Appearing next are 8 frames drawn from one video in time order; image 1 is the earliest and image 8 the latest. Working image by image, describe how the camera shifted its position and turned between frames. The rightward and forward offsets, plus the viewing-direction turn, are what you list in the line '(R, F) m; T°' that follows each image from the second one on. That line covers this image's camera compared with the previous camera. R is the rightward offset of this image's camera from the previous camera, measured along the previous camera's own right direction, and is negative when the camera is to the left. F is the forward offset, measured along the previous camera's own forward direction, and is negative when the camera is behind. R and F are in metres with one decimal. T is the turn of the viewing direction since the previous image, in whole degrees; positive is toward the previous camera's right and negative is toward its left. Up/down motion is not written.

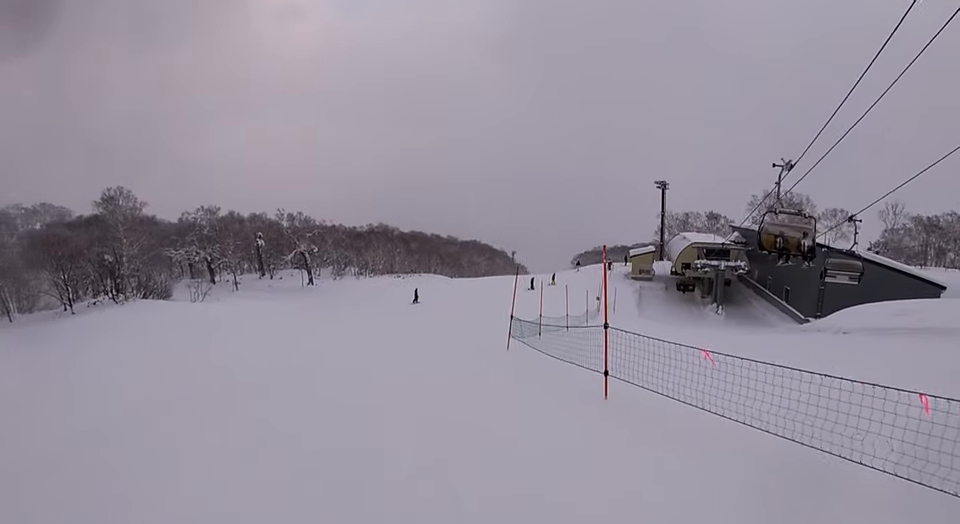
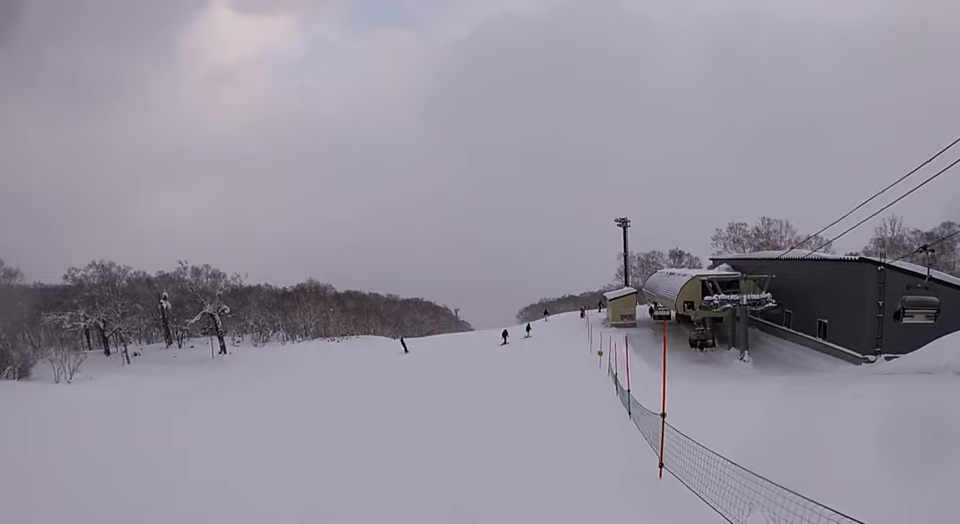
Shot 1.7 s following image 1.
(+2.6, +13.6) m; +11°
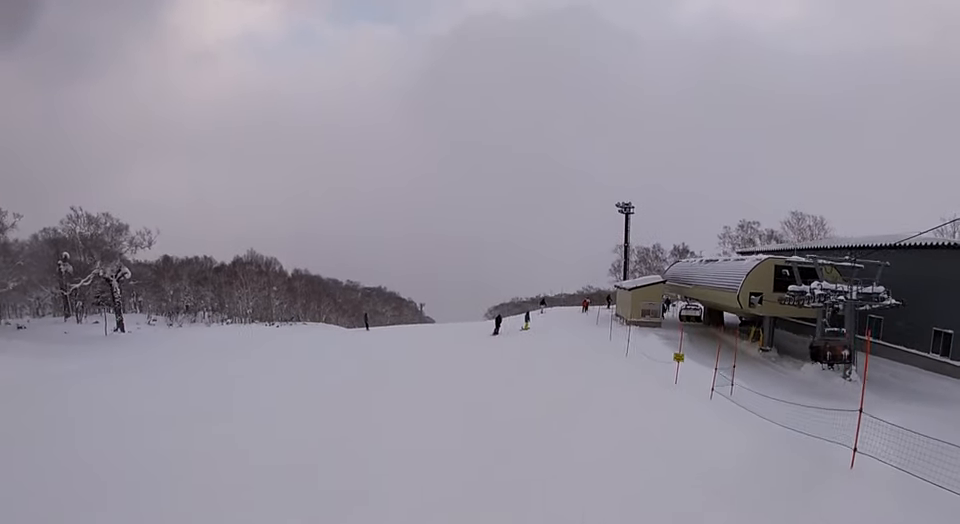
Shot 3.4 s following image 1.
(-0.4, +14.1) m; +6°
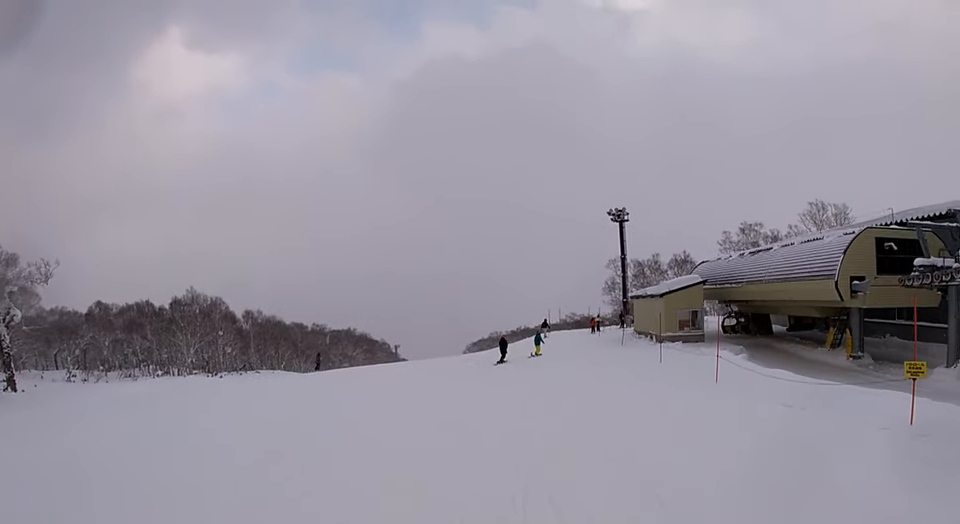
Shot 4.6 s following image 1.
(+0.9, +10.5) m; +5°
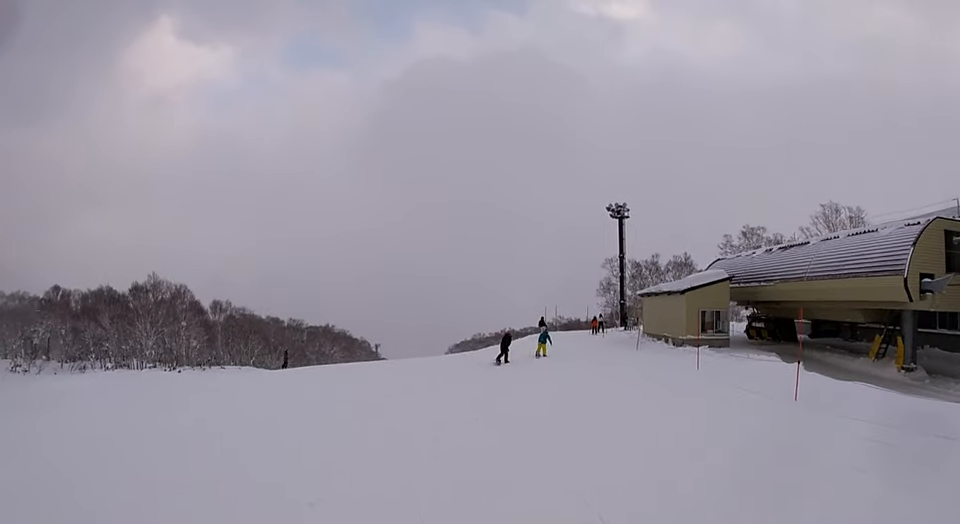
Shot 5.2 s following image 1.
(0.0, +4.6) m; 0°
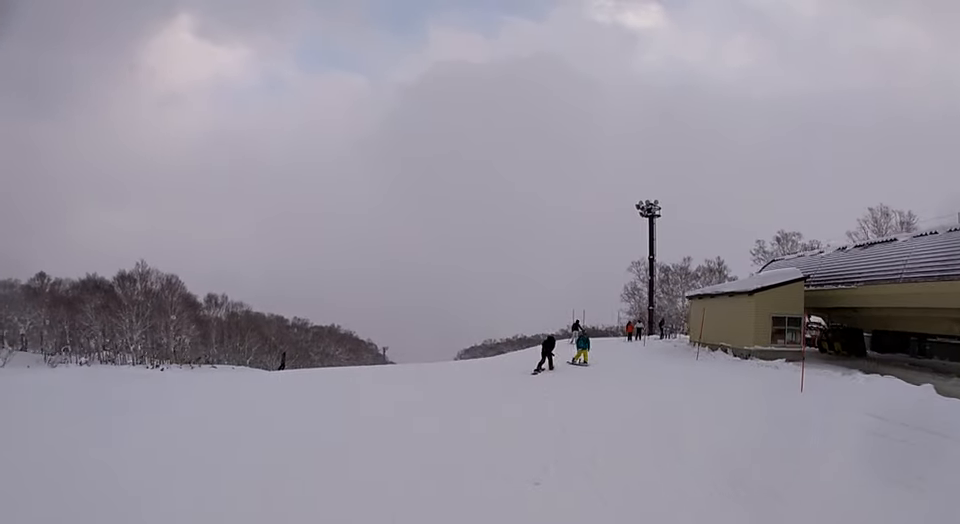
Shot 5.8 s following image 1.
(0.0, +4.9) m; 0°
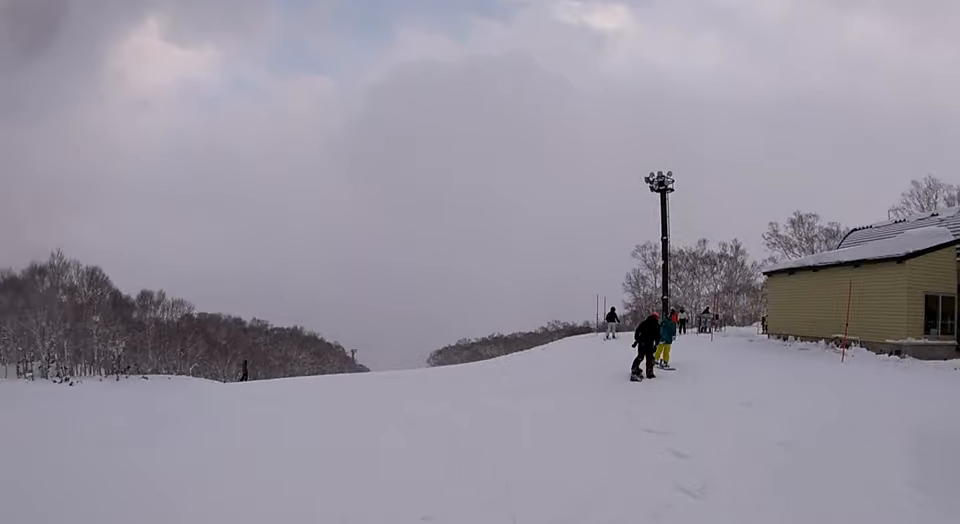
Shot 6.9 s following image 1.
(0.0, +8.4) m; 0°
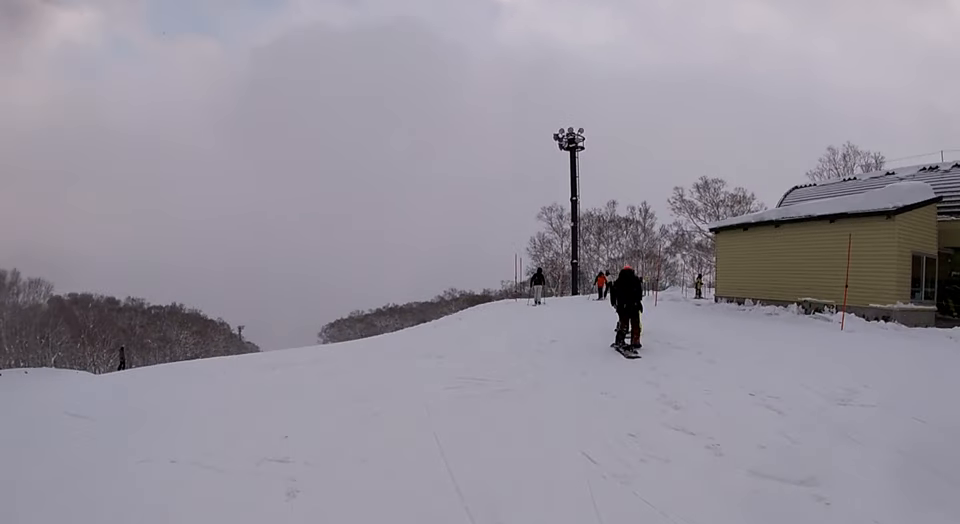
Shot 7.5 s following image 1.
(0.0, +3.3) m; +7°
